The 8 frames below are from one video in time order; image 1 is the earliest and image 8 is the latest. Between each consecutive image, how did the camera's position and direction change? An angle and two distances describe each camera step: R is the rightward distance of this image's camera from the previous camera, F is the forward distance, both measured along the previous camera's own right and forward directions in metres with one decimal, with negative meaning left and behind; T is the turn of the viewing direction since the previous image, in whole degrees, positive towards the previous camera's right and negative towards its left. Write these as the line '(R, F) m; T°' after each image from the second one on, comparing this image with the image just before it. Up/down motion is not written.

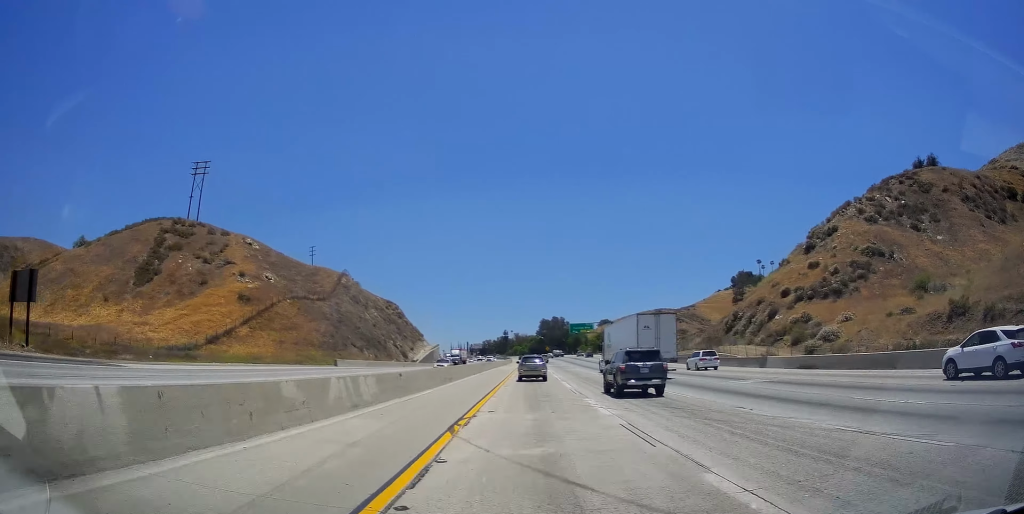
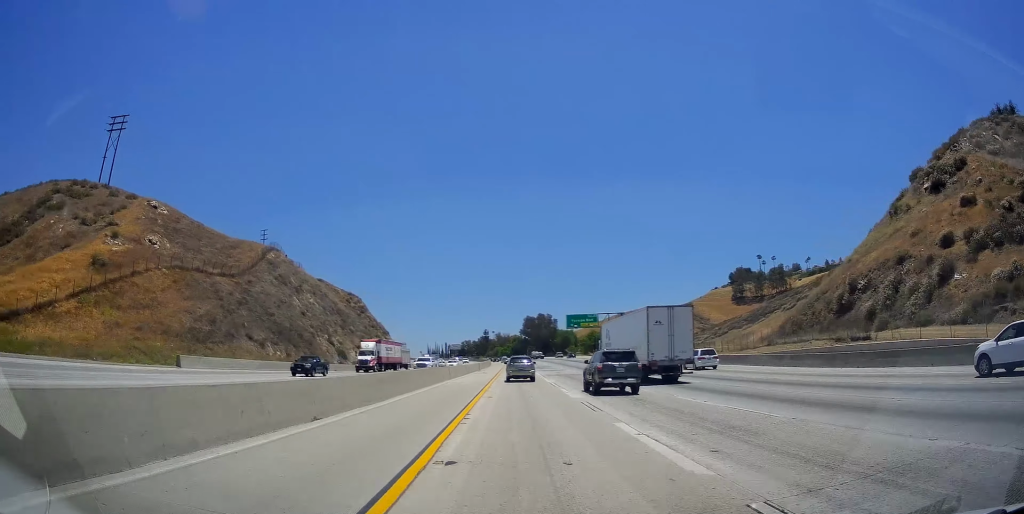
(0.0, +36.4) m; +2°
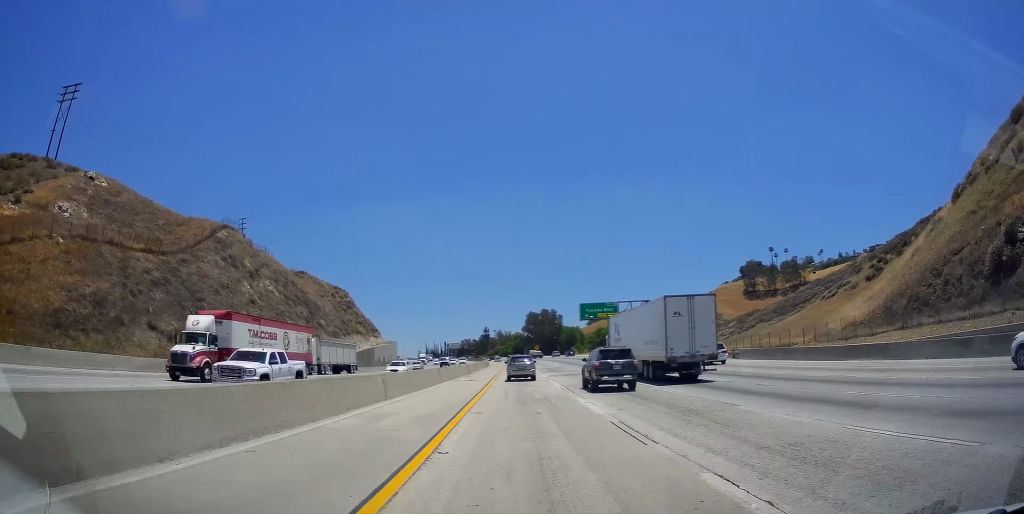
(+0.4, +20.8) m; +1°
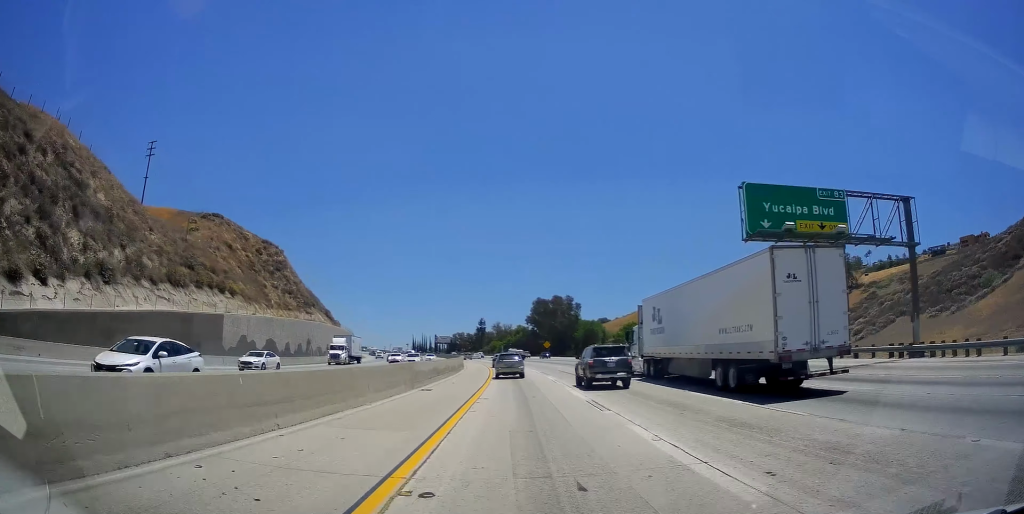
(+0.5, +65.9) m; 0°
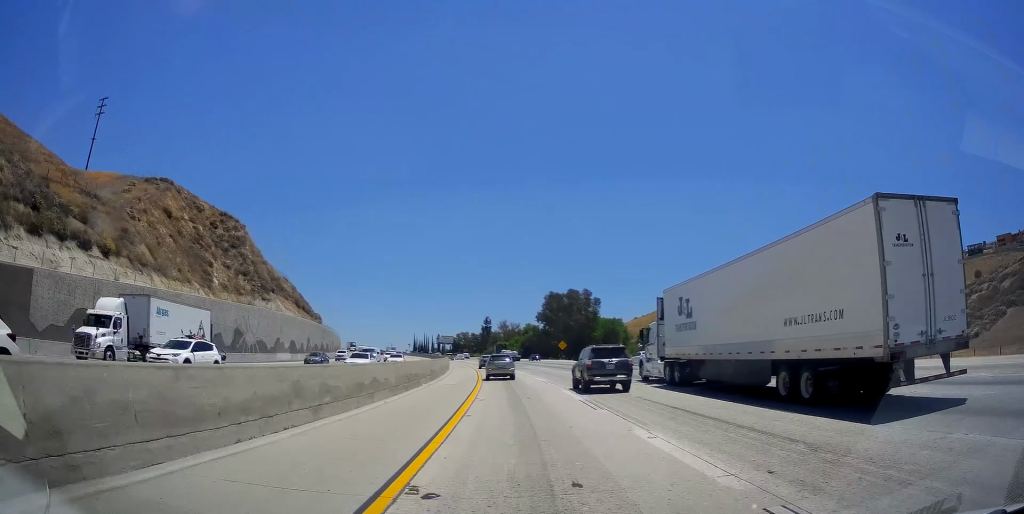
(+0.3, +29.4) m; 0°
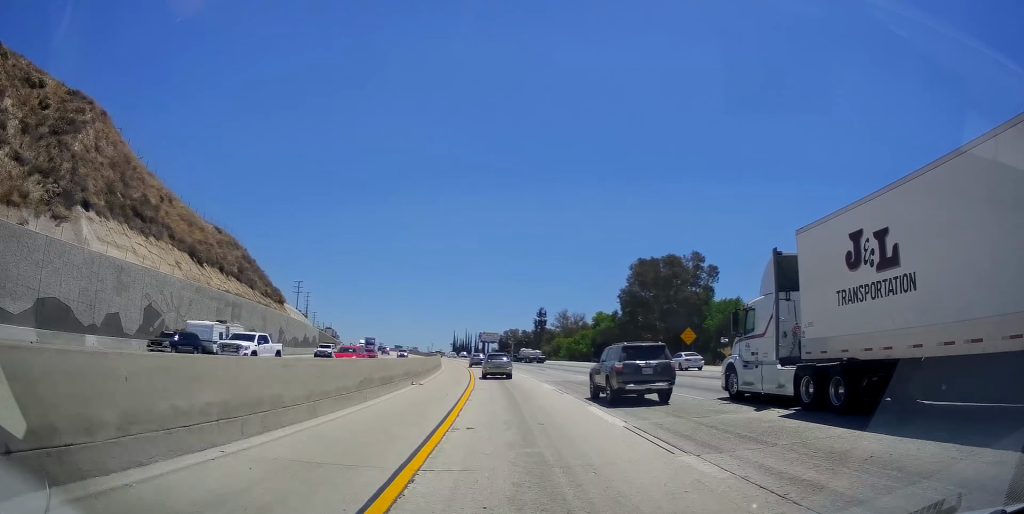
(-1.5, +64.5) m; -4°
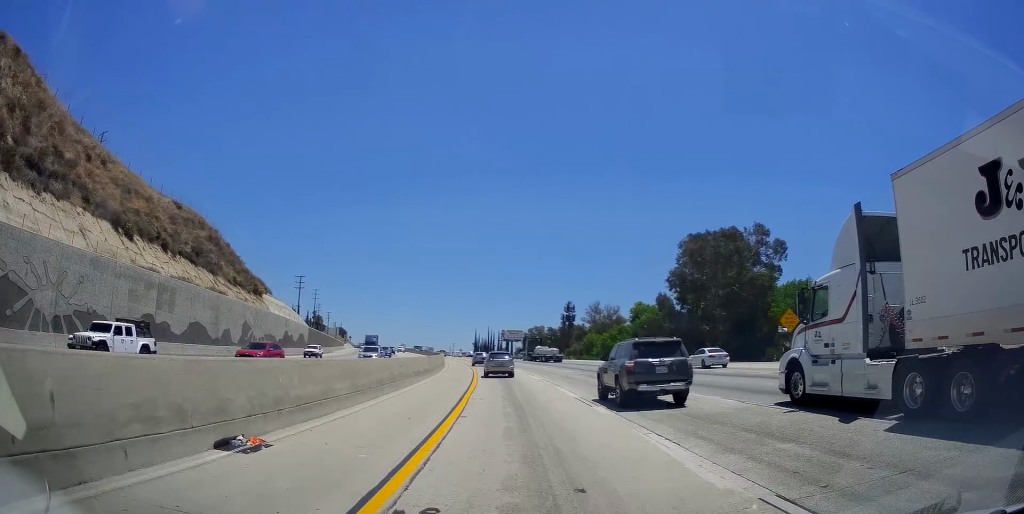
(-0.1, +20.6) m; -2°
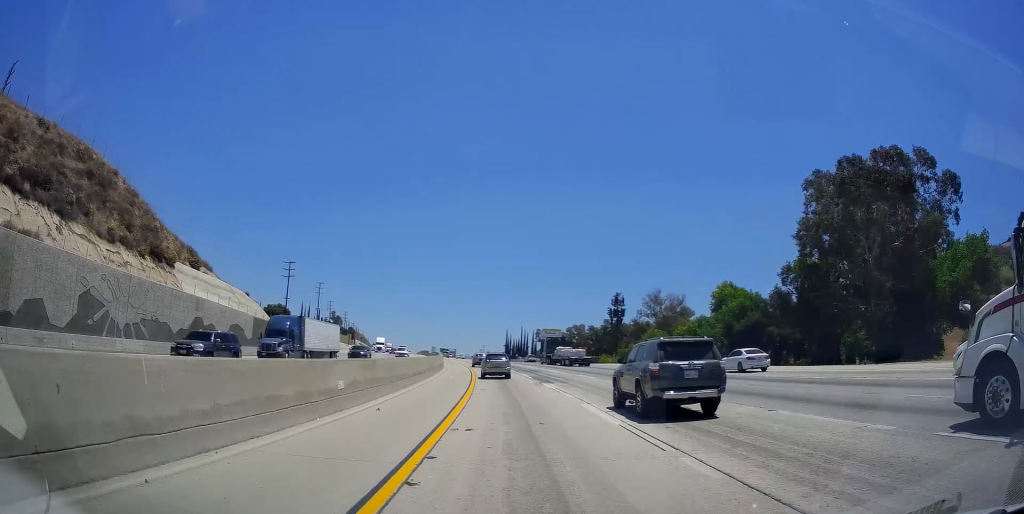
(-1.8, +37.2) m; -4°
